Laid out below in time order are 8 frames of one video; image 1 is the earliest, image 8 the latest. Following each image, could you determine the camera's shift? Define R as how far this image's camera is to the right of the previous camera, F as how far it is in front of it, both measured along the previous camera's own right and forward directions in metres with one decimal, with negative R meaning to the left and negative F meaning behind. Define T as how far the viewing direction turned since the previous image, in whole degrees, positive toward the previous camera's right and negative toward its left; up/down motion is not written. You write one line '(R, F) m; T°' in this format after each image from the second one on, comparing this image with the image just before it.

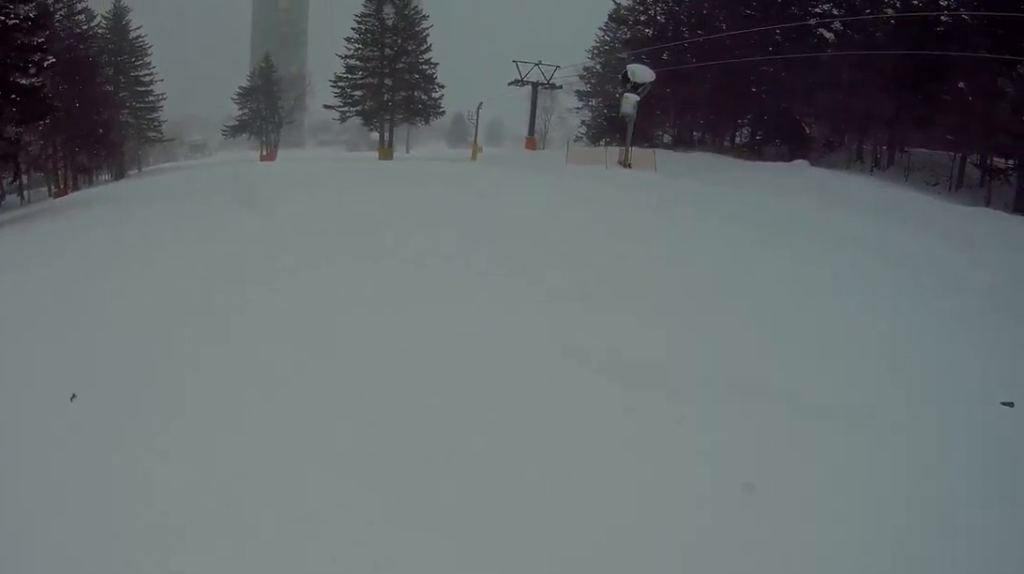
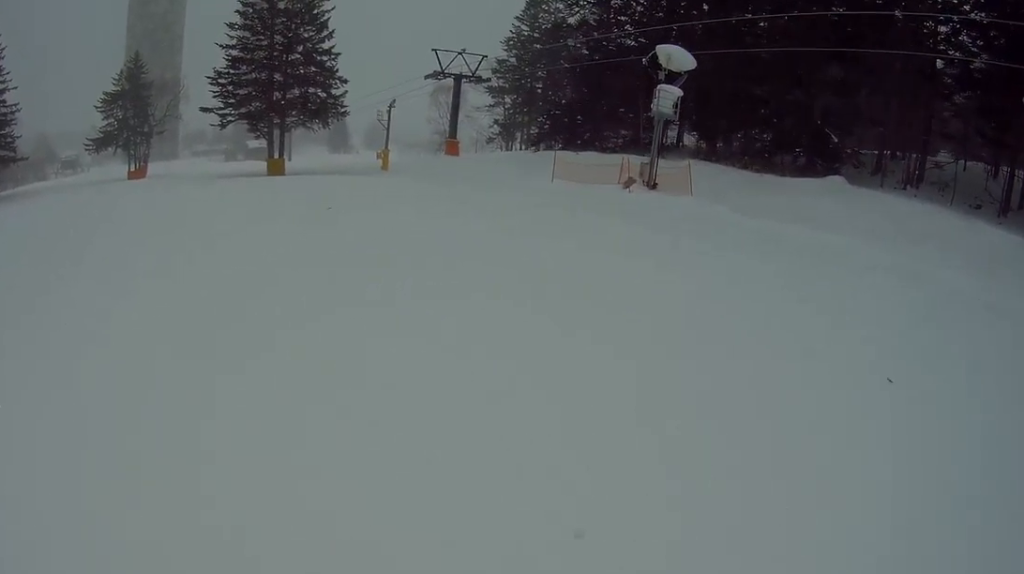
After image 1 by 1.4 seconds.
(+0.8, +11.9) m; +5°
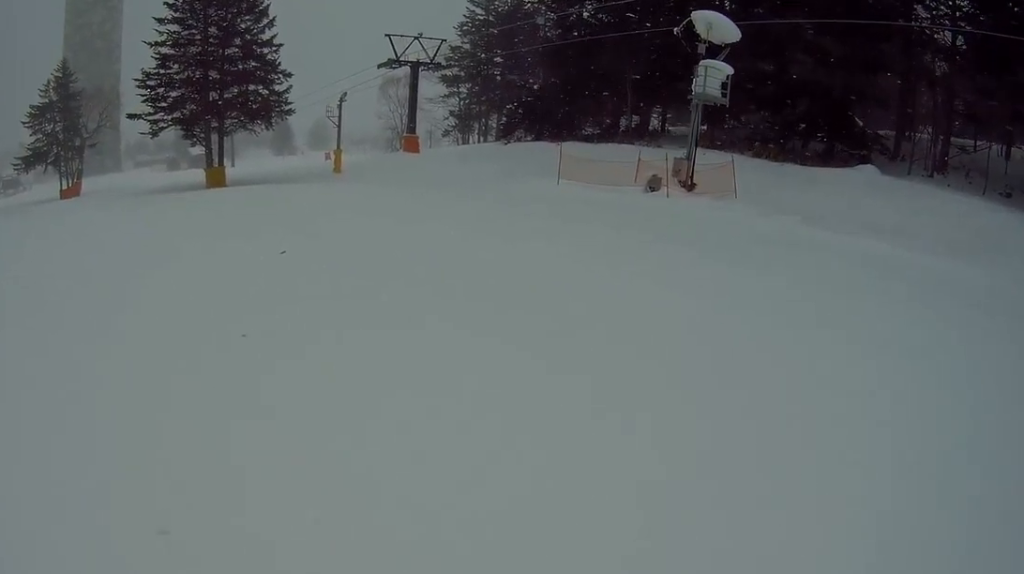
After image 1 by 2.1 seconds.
(0.0, +6.1) m; +4°
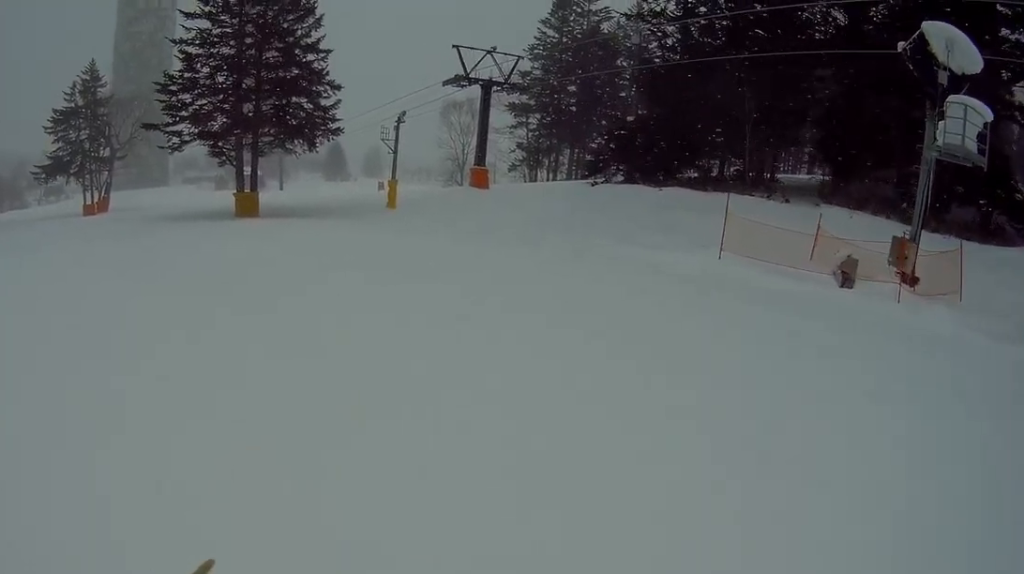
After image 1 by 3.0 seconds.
(+0.4, +8.1) m; +3°
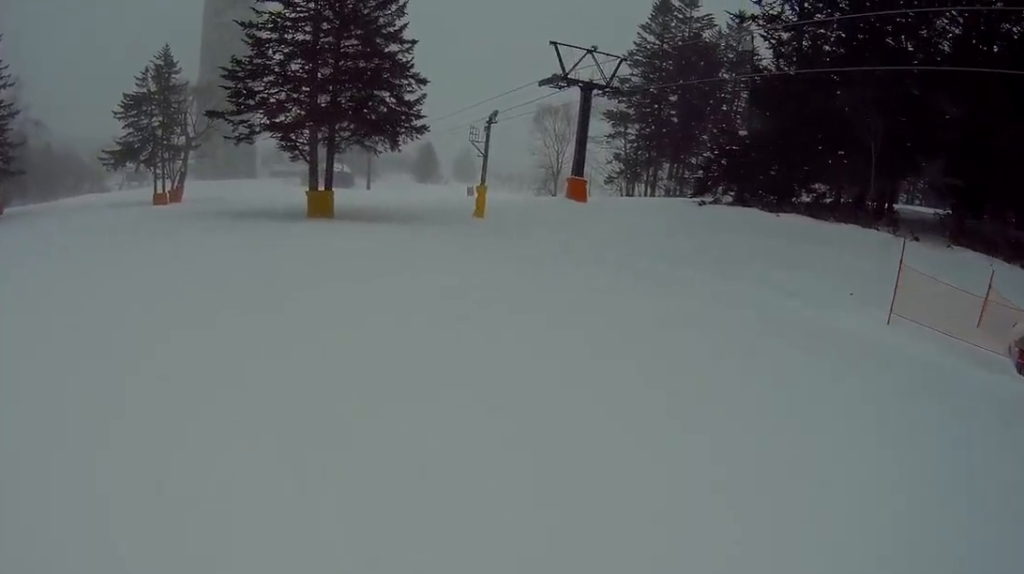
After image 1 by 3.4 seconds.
(+0.5, +3.9) m; 0°
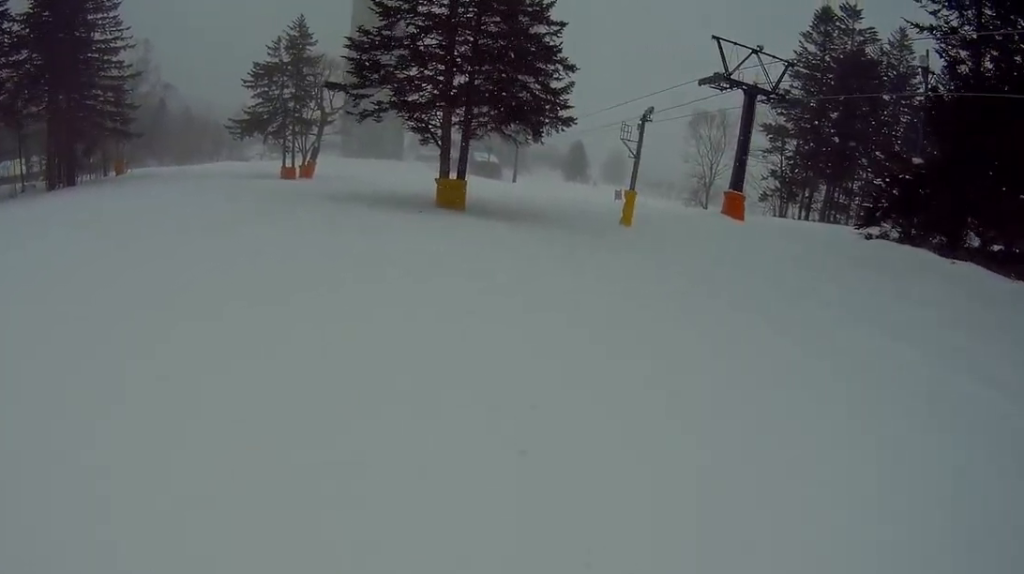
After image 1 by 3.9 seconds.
(-0.2, +4.0) m; -7°
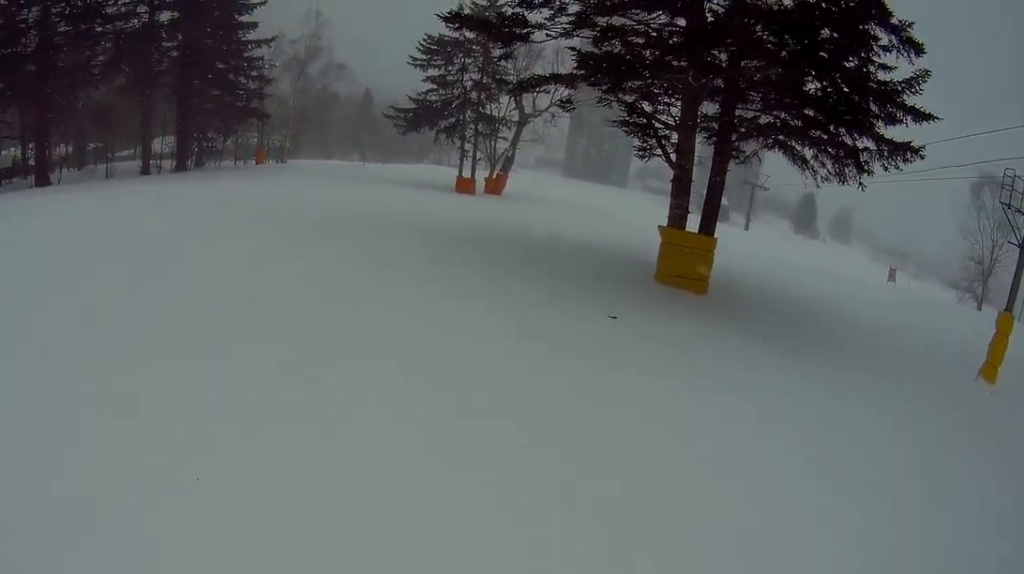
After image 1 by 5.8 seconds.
(-5.0, +15.2) m; -23°
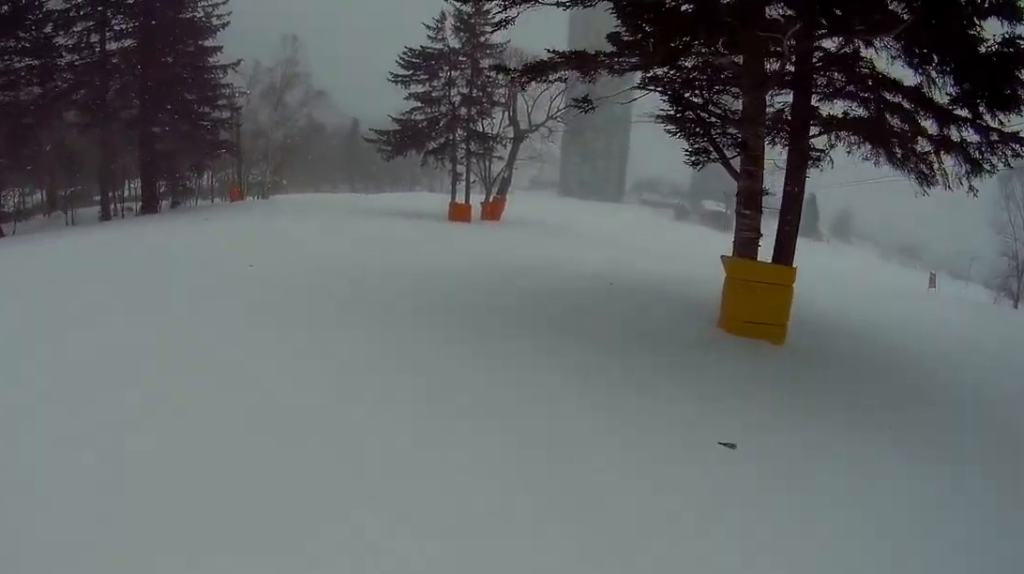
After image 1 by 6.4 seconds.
(+0.8, +4.7) m; 0°
